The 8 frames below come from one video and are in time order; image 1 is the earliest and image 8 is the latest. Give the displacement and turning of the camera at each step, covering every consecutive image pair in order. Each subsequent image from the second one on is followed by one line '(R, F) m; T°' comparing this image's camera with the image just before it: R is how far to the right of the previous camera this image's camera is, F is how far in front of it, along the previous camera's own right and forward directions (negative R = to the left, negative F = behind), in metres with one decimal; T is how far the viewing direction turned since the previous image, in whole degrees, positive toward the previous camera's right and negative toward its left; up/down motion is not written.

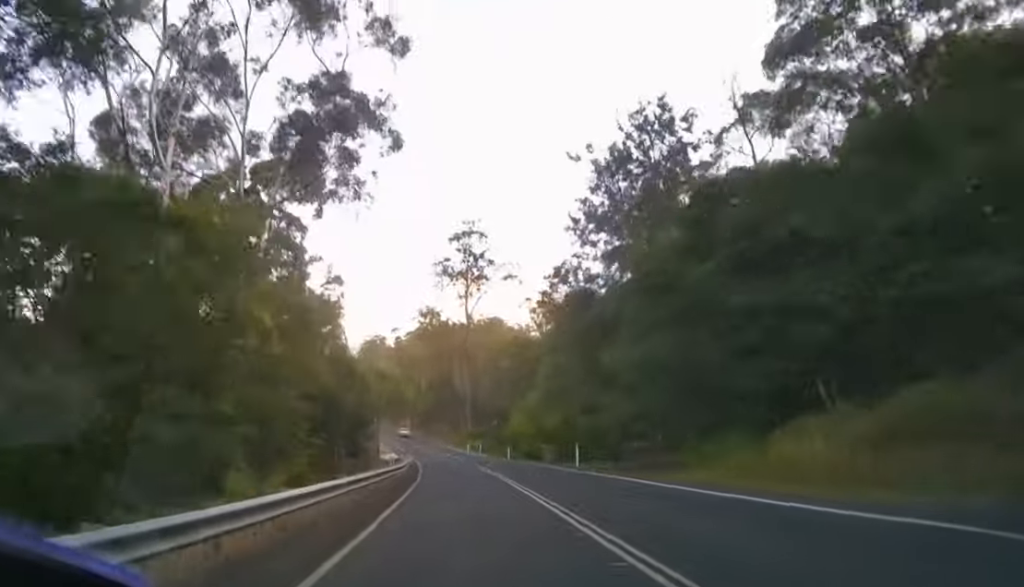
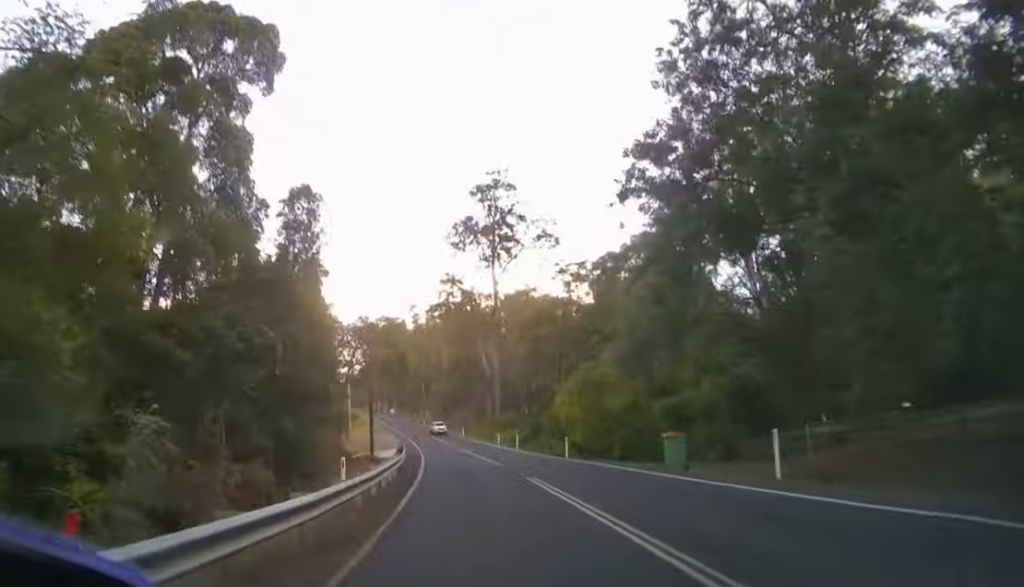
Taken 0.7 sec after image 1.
(-0.2, +13.1) m; -2°
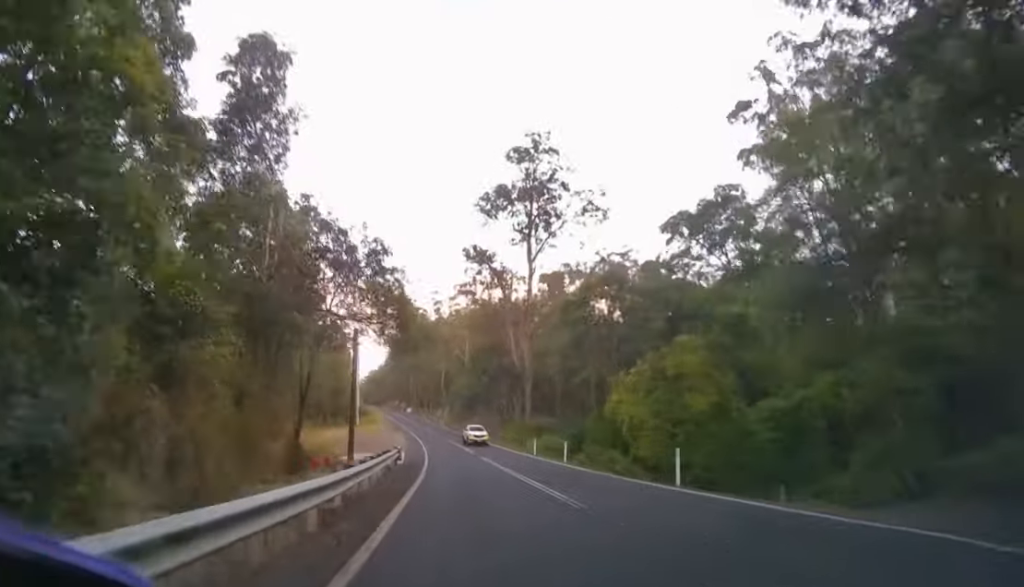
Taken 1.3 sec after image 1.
(0.0, +10.2) m; -1°
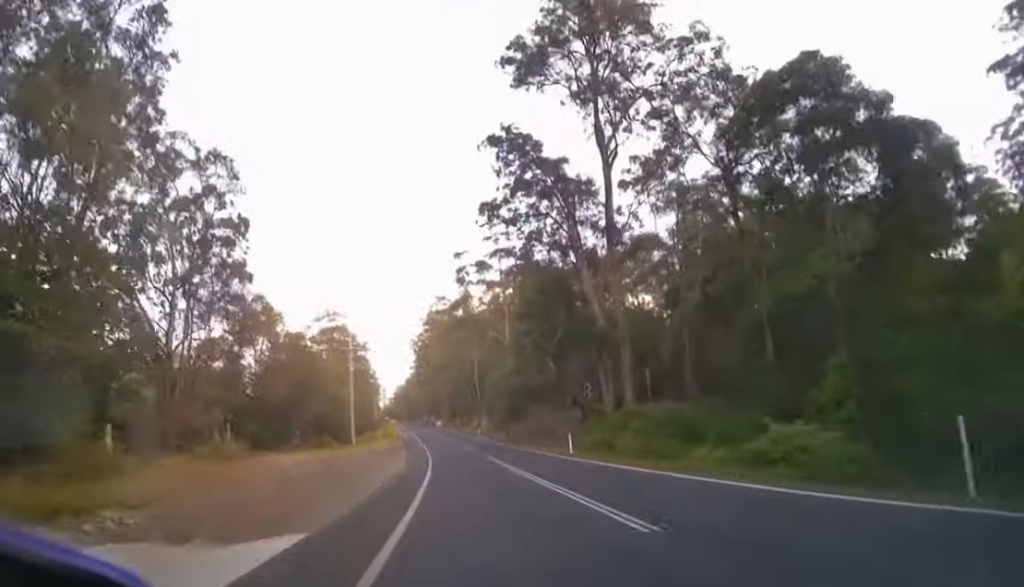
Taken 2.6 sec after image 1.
(-0.8, +26.1) m; -4°
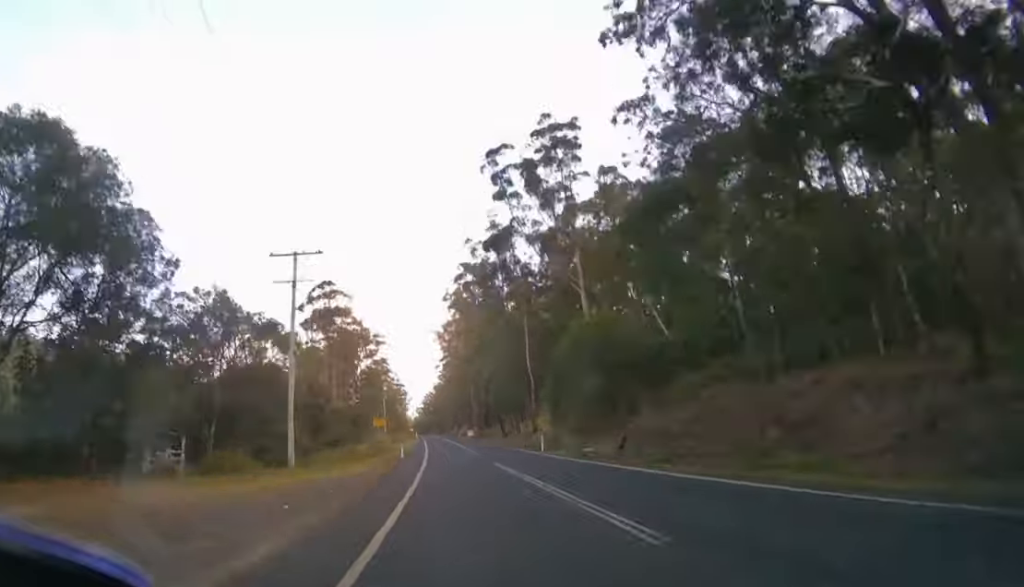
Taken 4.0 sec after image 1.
(-1.2, +29.8) m; -5°
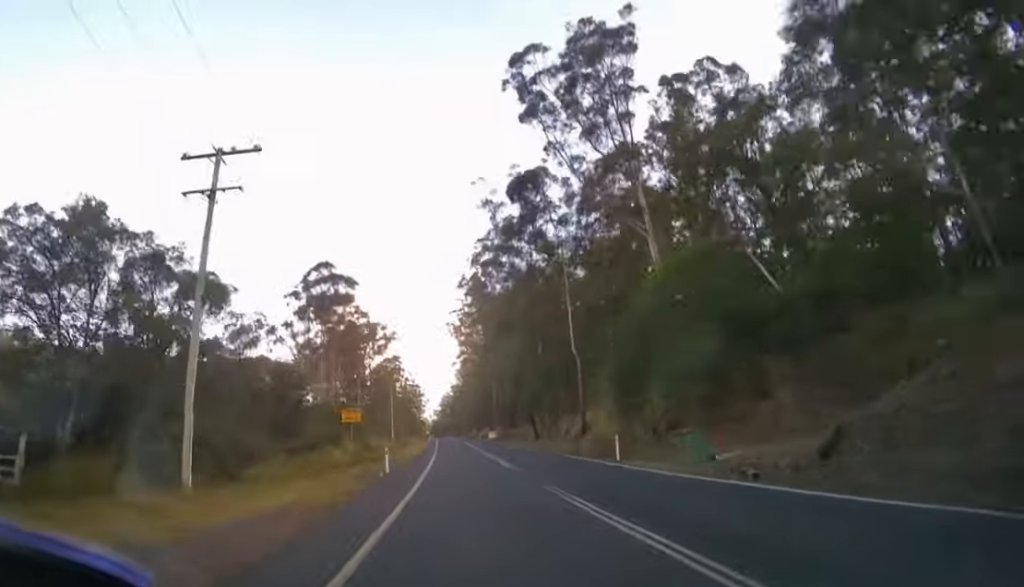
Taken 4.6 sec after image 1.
(-0.2, +13.4) m; -2°
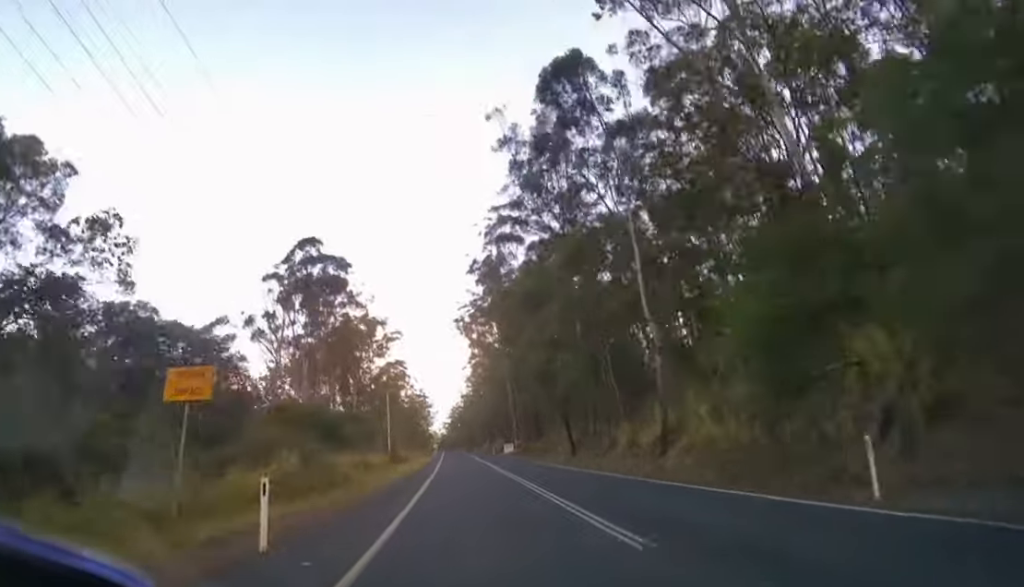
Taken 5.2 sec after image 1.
(-0.2, +13.7) m; -2°
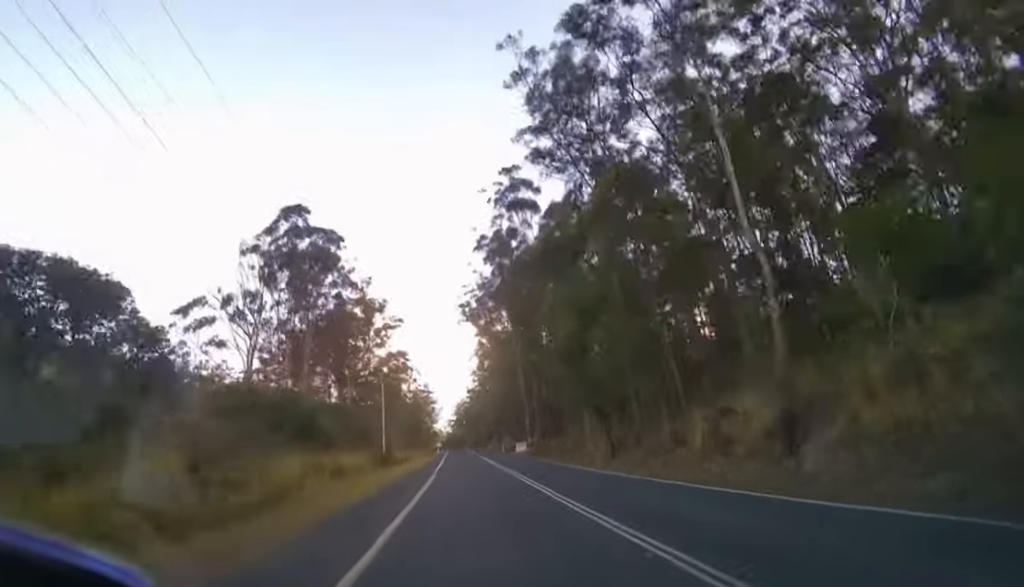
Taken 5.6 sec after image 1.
(-0.1, +9.5) m; -1°
